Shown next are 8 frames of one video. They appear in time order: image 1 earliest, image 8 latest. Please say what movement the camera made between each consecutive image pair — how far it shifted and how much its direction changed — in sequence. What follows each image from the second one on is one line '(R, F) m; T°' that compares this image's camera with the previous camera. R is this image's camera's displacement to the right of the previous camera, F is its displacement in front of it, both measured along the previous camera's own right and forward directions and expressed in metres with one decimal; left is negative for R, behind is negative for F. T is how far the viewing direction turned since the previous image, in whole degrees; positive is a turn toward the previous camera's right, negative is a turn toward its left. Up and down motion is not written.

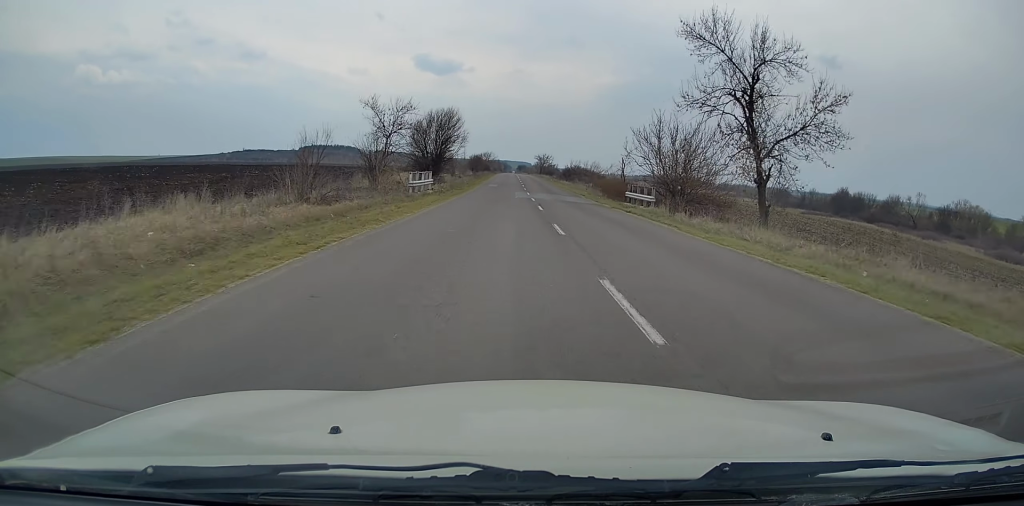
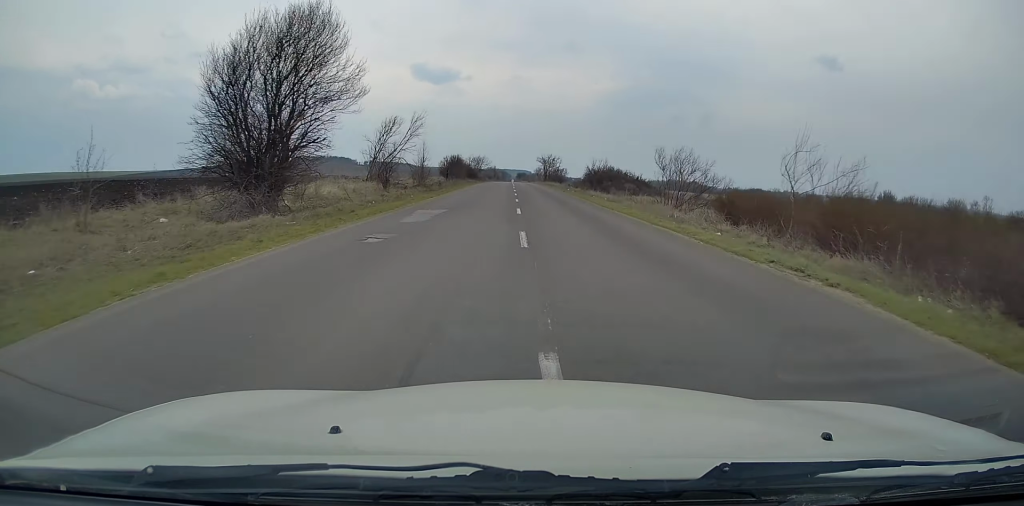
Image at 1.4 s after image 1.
(-0.1, +40.3) m; 0°
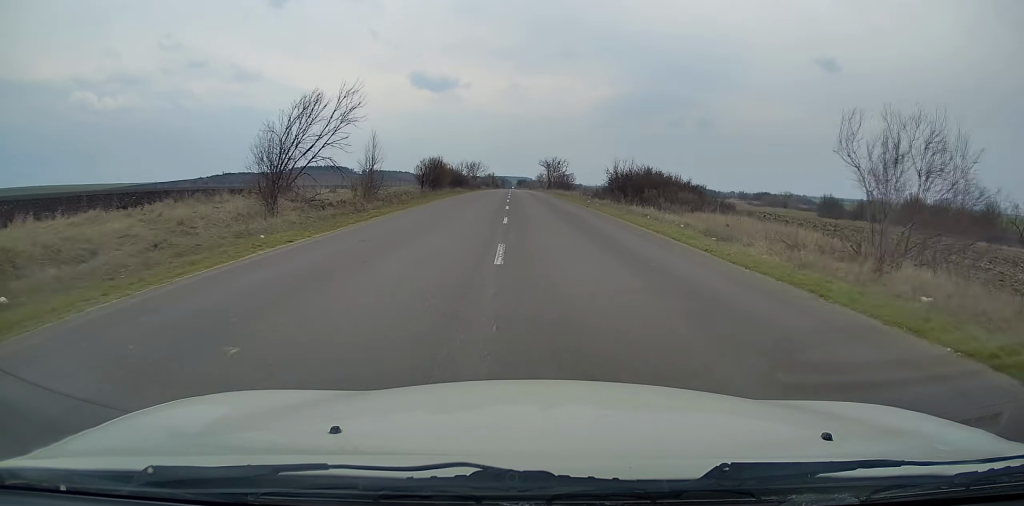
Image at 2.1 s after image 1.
(0.0, +20.2) m; 0°
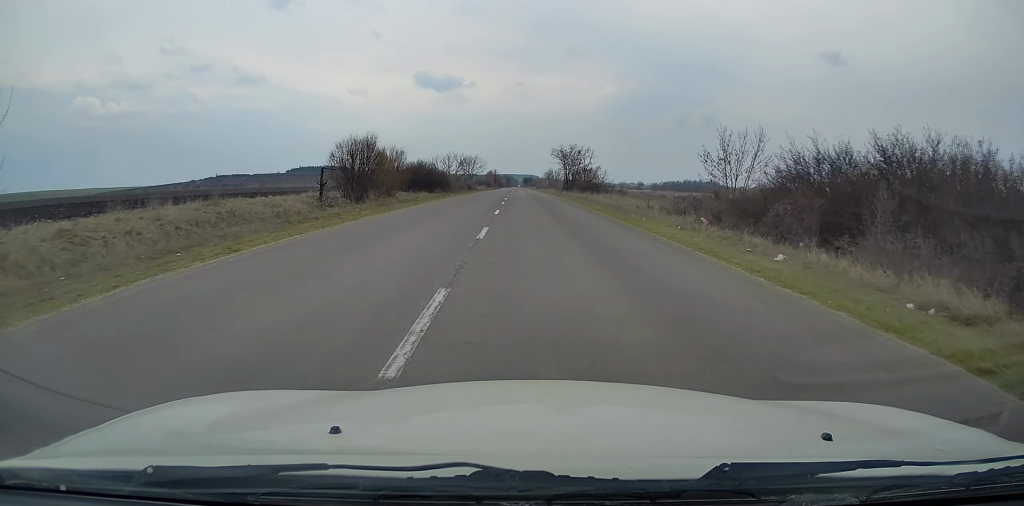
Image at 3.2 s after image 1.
(-0.1, +32.9) m; 0°
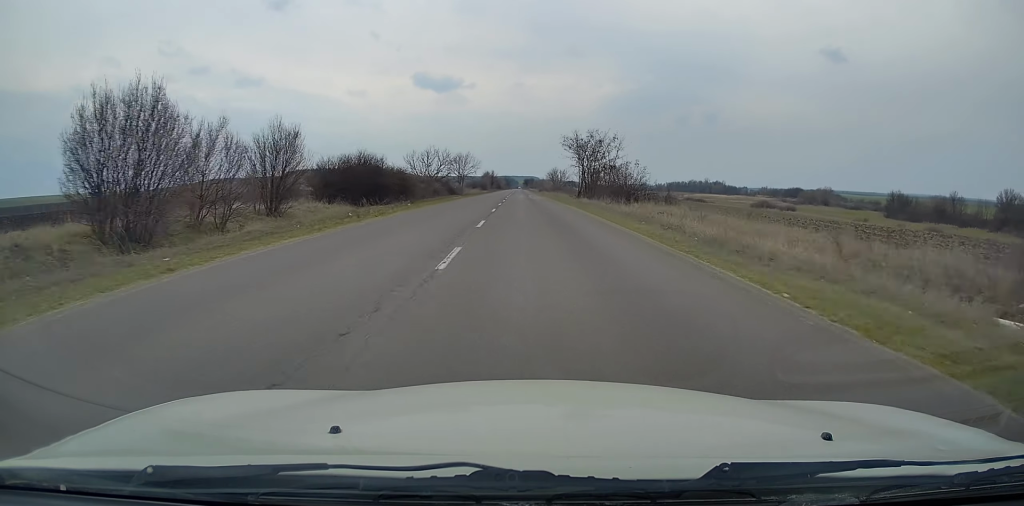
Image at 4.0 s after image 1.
(-0.1, +23.4) m; 0°
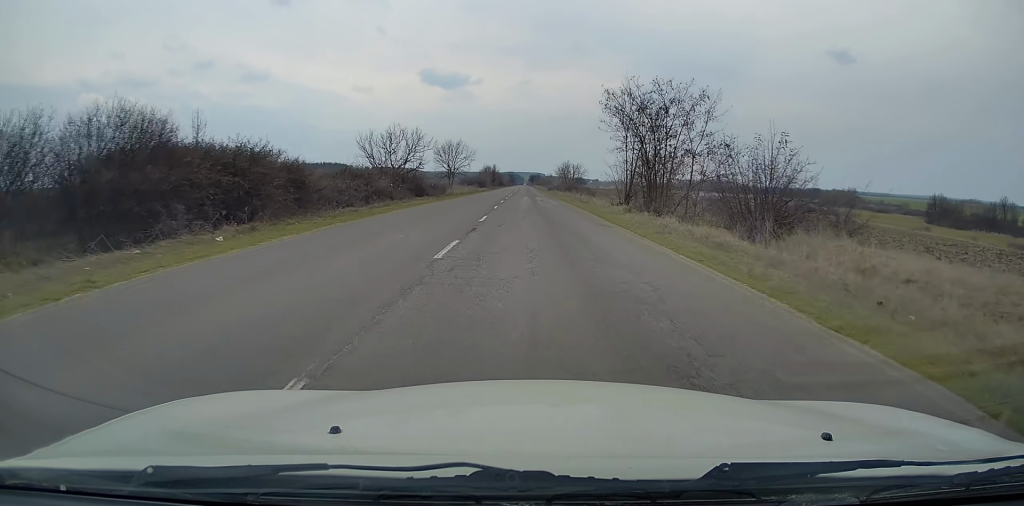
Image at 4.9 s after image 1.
(0.0, +26.4) m; 0°
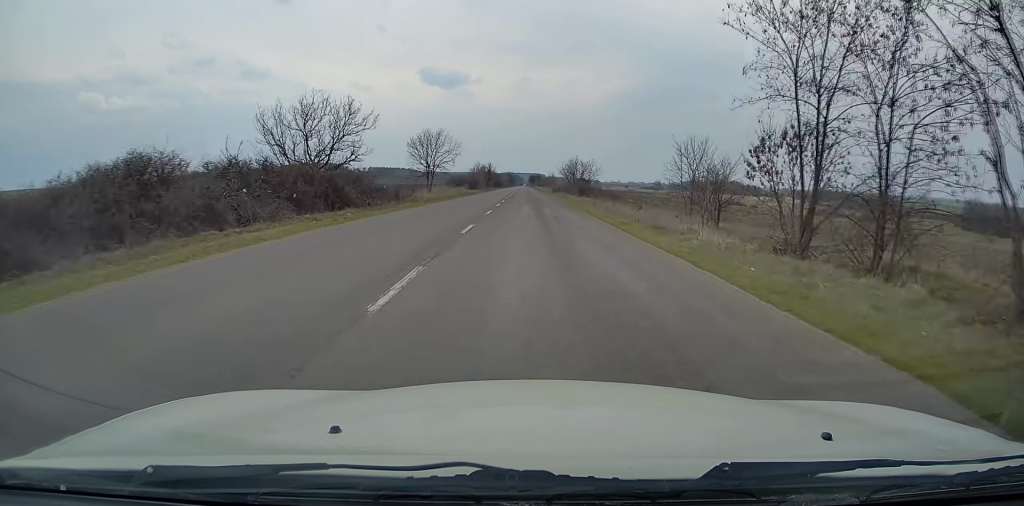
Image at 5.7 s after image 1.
(0.0, +22.5) m; 0°
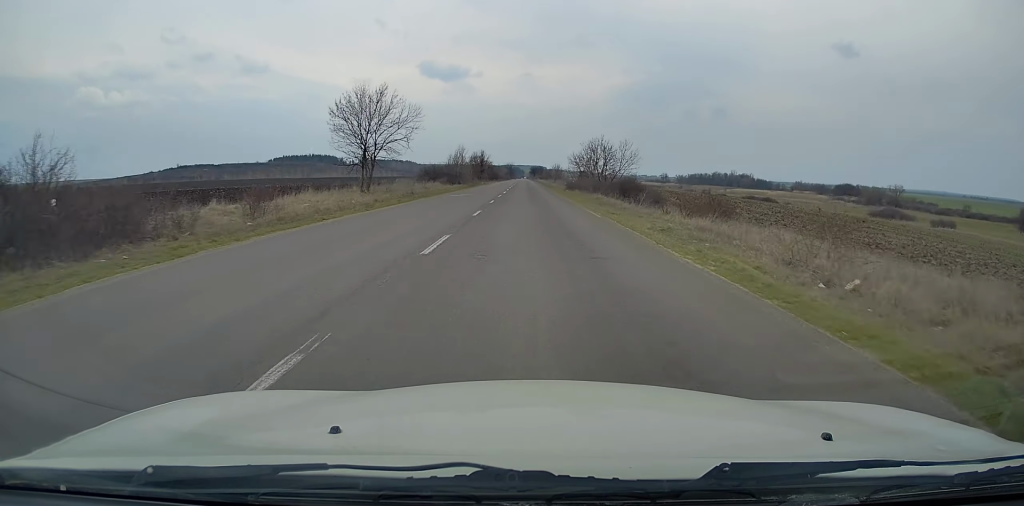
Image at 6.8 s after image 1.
(-0.2, +32.4) m; 0°
